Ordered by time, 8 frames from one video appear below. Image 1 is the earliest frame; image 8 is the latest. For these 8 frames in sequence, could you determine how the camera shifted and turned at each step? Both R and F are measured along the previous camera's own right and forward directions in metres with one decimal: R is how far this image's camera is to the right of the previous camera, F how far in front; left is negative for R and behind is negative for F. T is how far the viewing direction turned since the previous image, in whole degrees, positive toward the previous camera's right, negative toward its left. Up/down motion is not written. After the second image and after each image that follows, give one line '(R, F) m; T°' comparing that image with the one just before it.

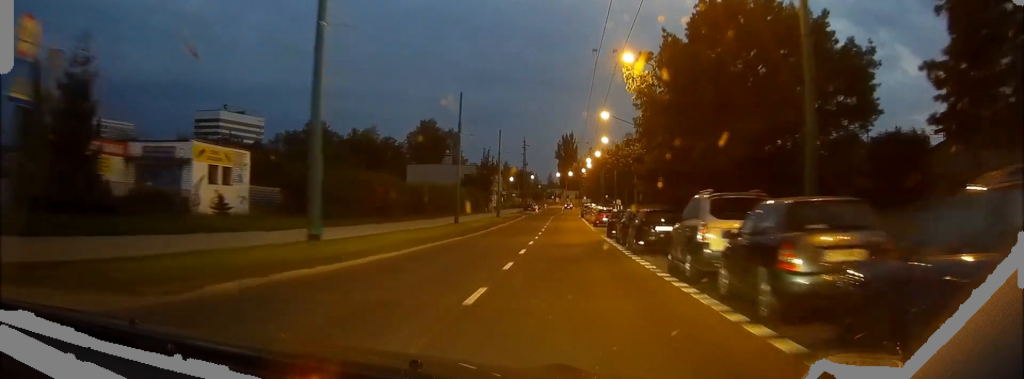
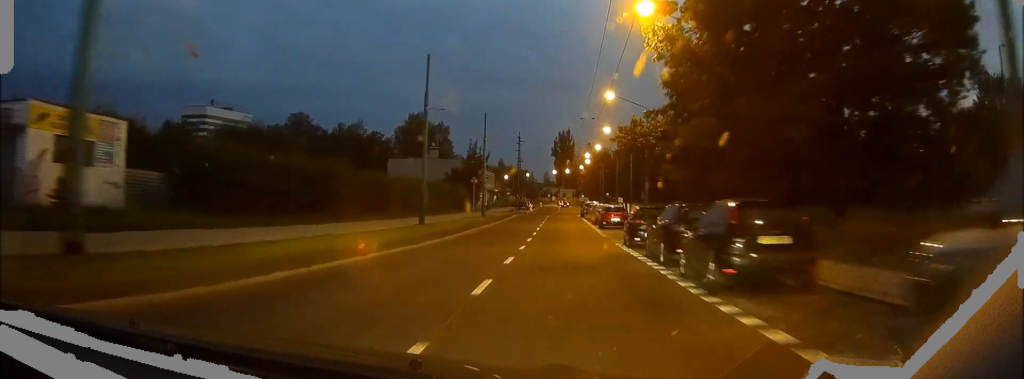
(0.0, +11.5) m; 0°
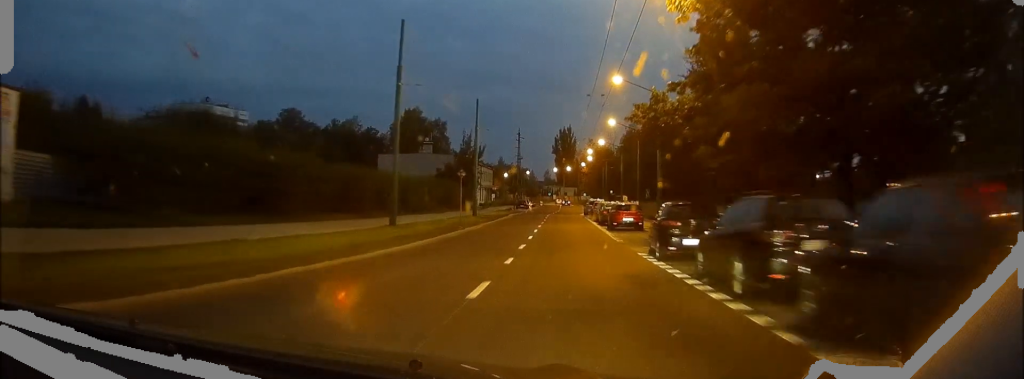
(0.0, +6.9) m; 0°
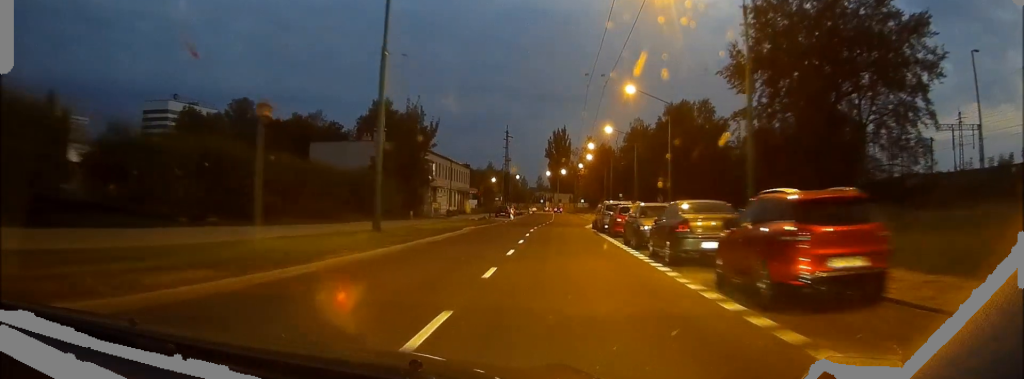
(-0.1, +28.0) m; 0°
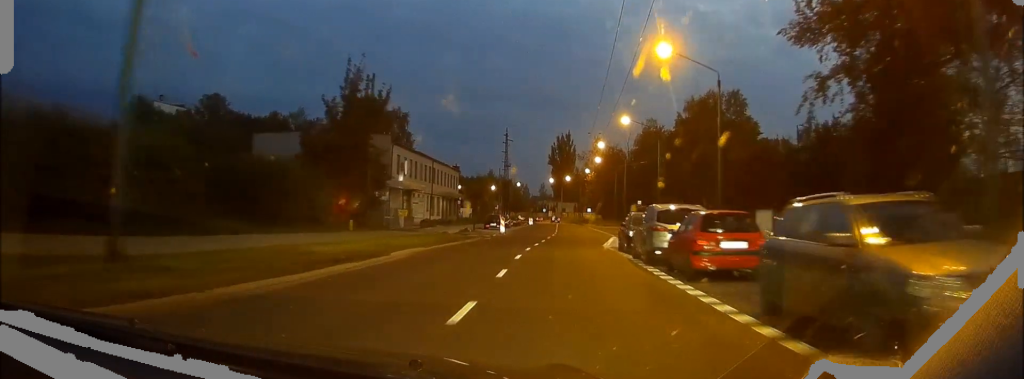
(0.0, +16.6) m; +1°
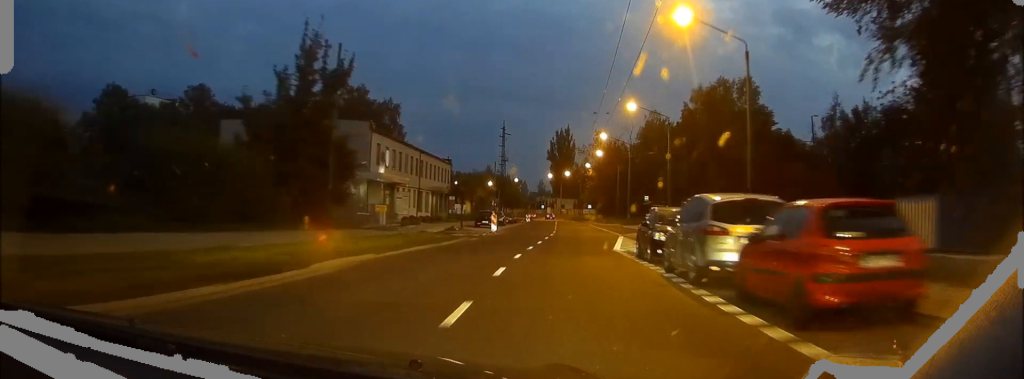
(+0.1, +6.6) m; 0°
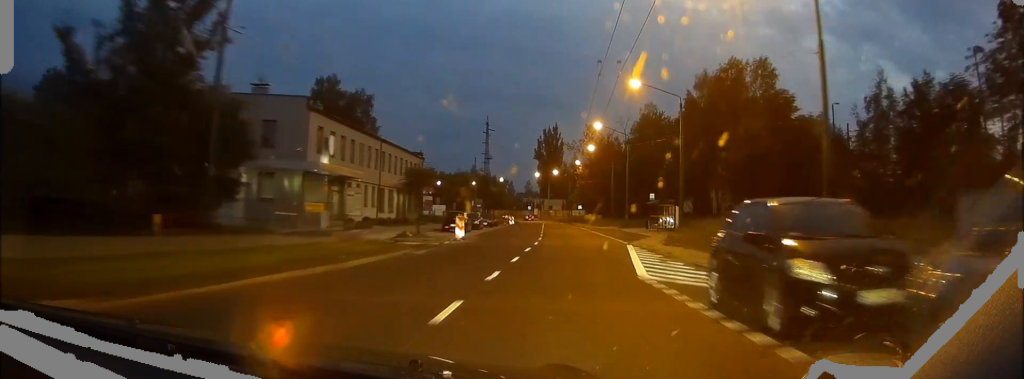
(+0.1, +11.4) m; 0°
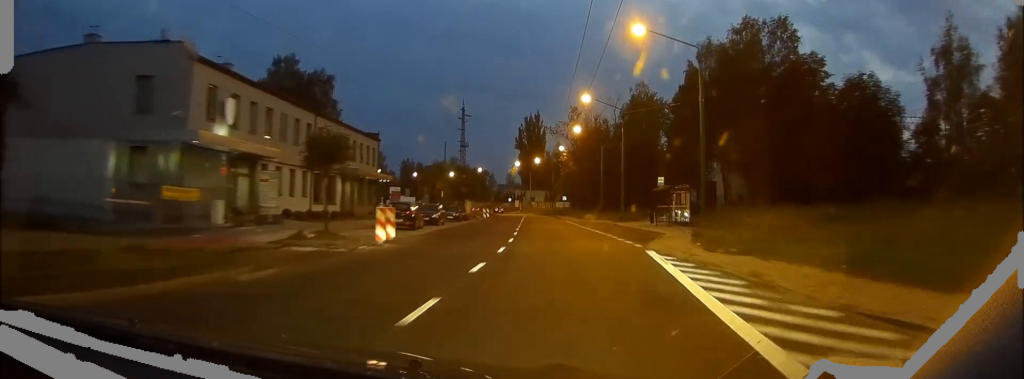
(0.0, +12.0) m; 0°
